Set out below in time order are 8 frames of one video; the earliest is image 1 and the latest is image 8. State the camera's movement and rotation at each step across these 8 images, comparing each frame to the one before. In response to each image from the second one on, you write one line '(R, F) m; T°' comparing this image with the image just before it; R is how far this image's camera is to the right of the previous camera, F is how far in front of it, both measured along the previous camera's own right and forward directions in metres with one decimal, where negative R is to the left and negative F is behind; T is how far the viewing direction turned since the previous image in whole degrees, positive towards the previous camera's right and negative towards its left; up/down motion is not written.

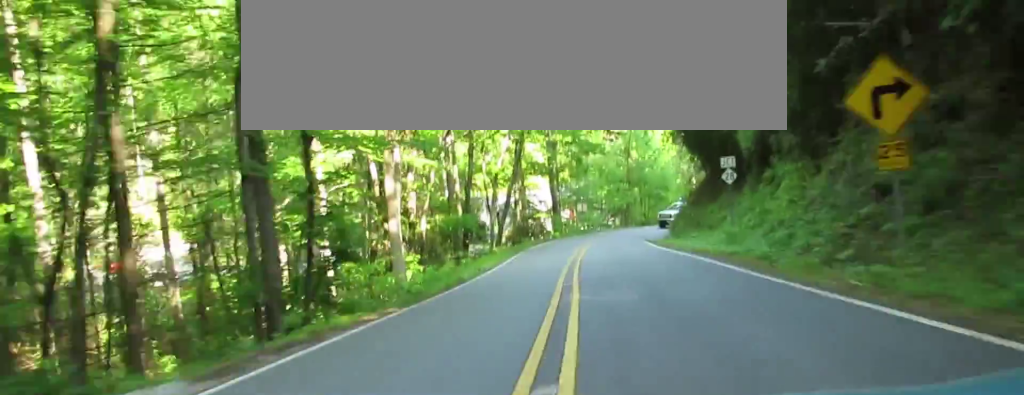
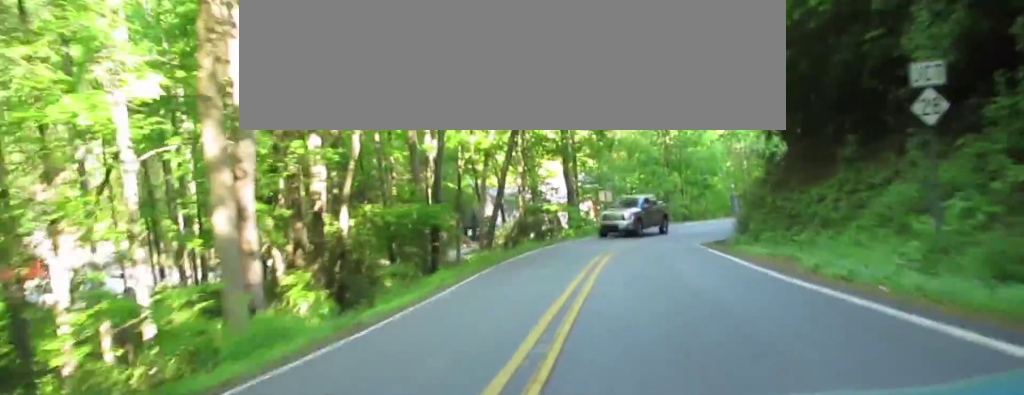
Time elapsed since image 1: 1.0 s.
(-0.4, +25.6) m; +3°
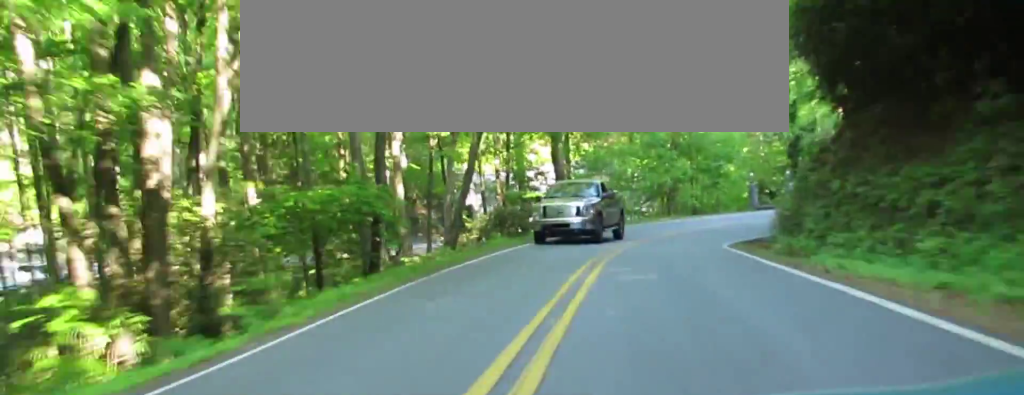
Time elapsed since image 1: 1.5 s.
(0.0, +12.6) m; +4°
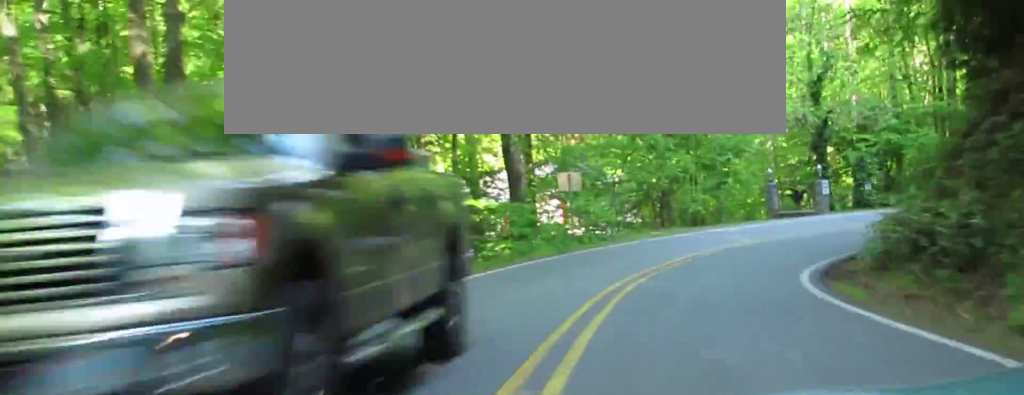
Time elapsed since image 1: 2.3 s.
(+1.6, +16.3) m; +21°
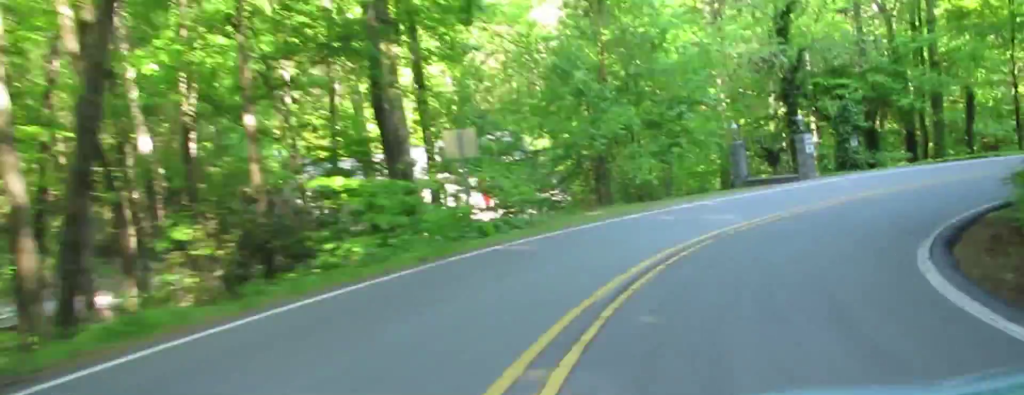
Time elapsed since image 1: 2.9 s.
(+1.7, +11.1) m; +16°
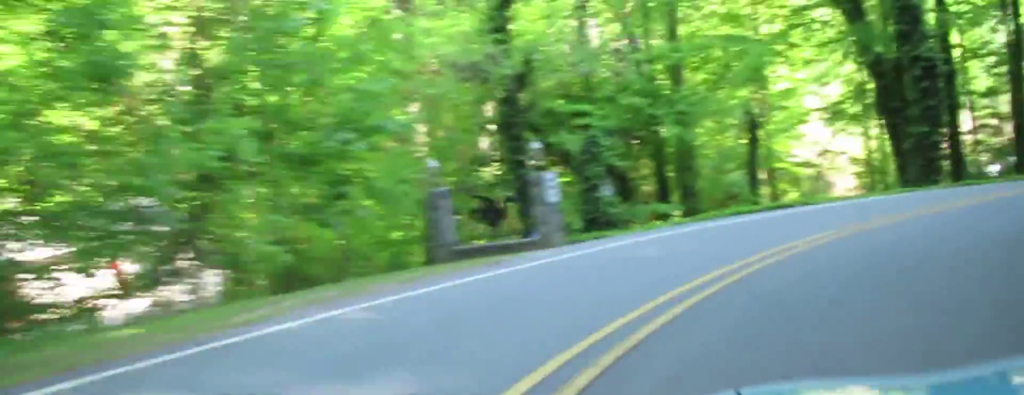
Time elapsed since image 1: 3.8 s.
(+4.8, +15.6) m; +13°
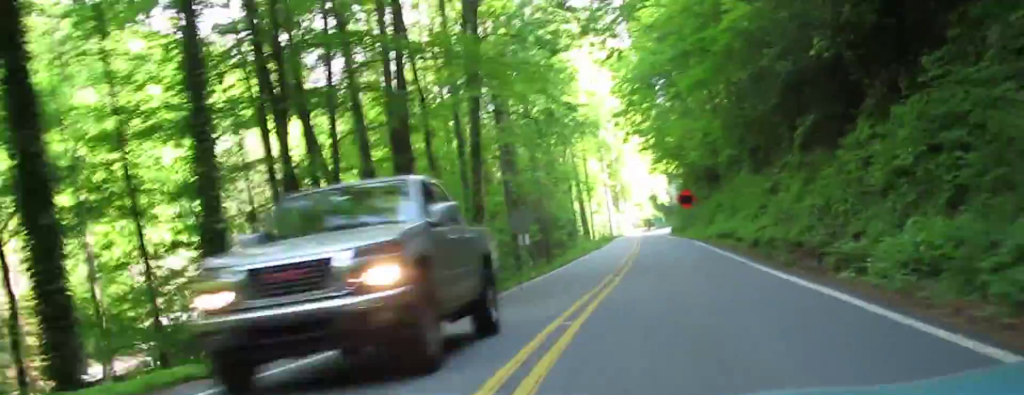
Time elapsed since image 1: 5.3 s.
(-1.4, +28.4) m; -1°
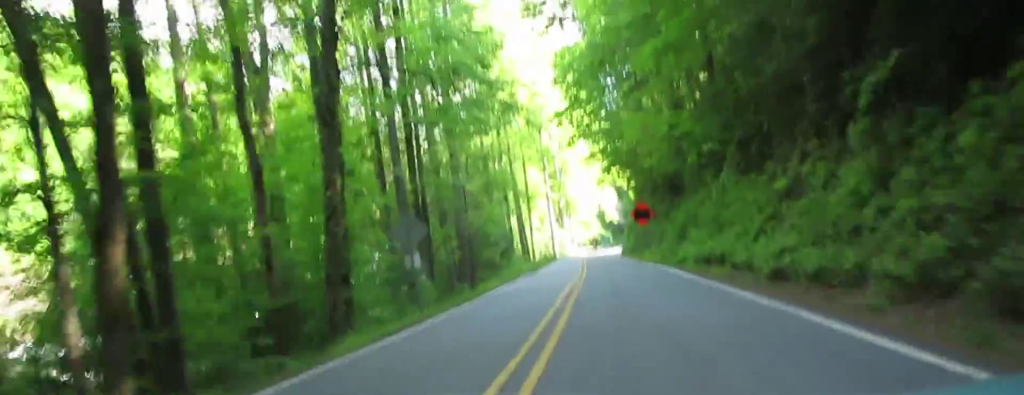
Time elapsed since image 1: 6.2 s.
(+0.1, +15.9) m; -1°
